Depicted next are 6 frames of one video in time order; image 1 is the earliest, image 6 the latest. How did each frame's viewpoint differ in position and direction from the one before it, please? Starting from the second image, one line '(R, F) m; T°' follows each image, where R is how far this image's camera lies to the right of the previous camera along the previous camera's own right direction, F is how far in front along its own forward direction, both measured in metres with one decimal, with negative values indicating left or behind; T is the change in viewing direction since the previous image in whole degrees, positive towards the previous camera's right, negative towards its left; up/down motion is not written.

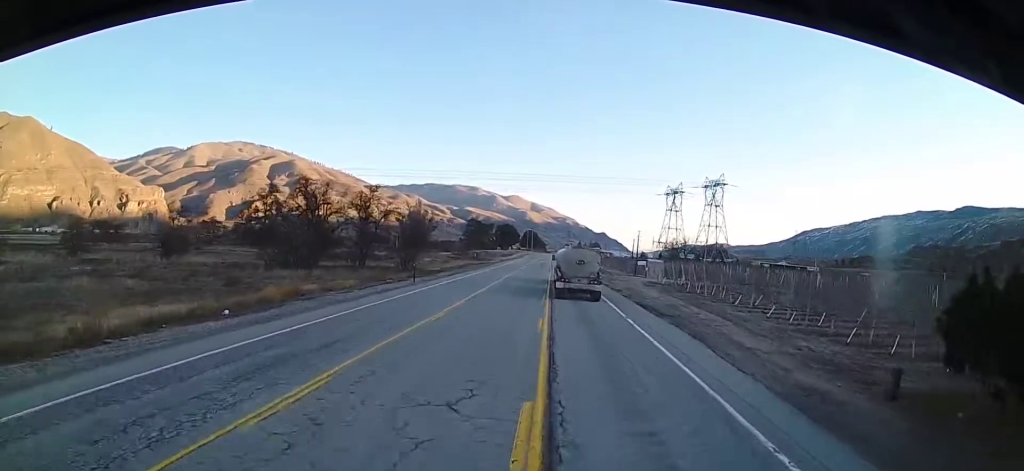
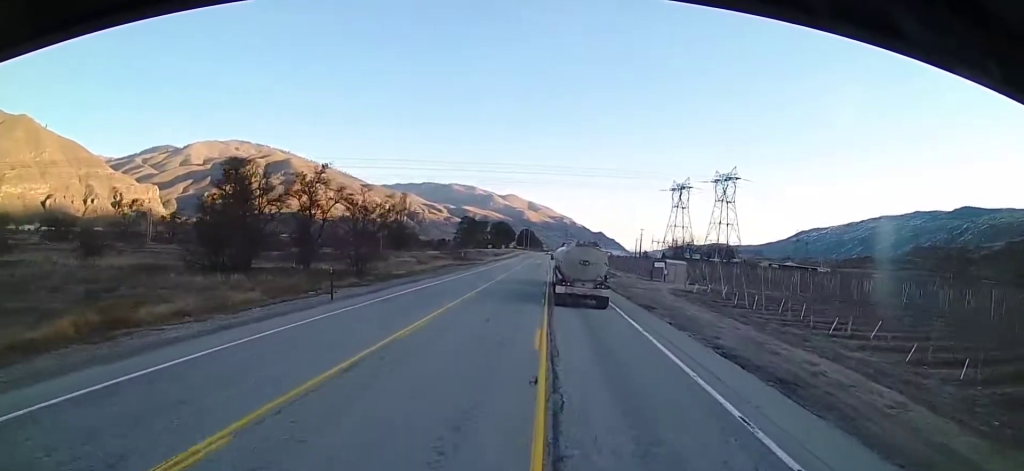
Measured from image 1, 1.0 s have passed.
(+0.2, +17.5) m; 0°
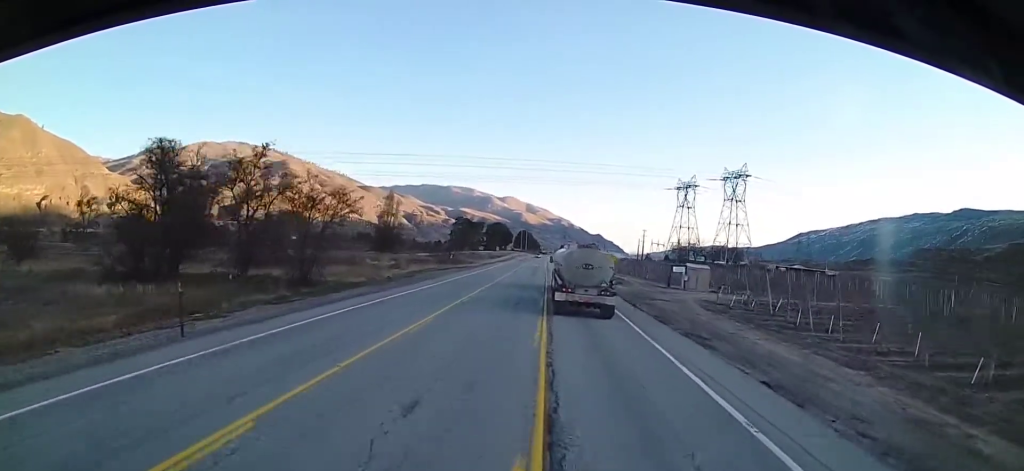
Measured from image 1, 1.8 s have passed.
(0.0, +13.0) m; 0°
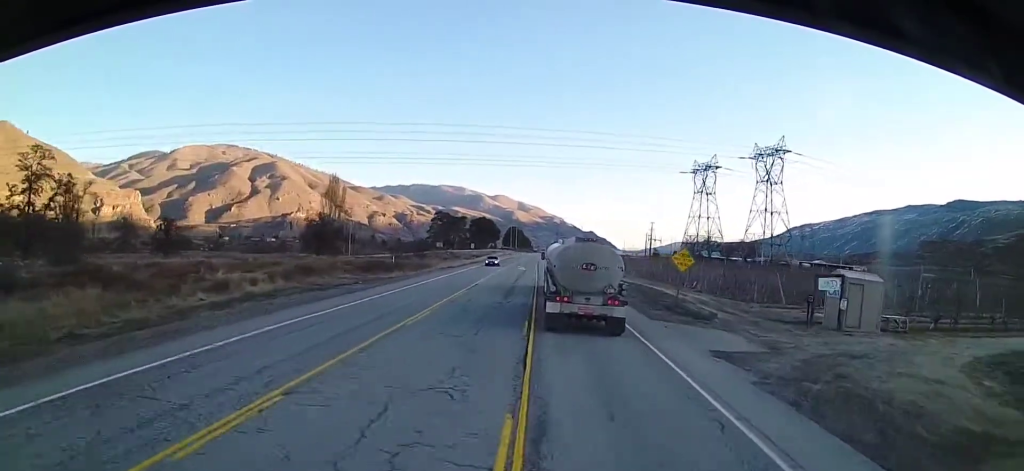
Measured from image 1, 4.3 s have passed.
(+0.3, +39.6) m; +1°
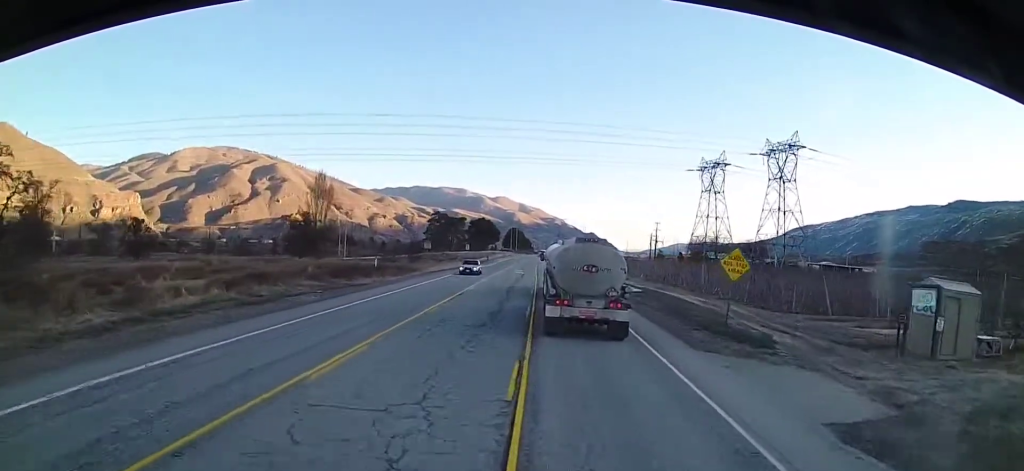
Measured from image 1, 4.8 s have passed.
(-0.2, +8.2) m; 0°
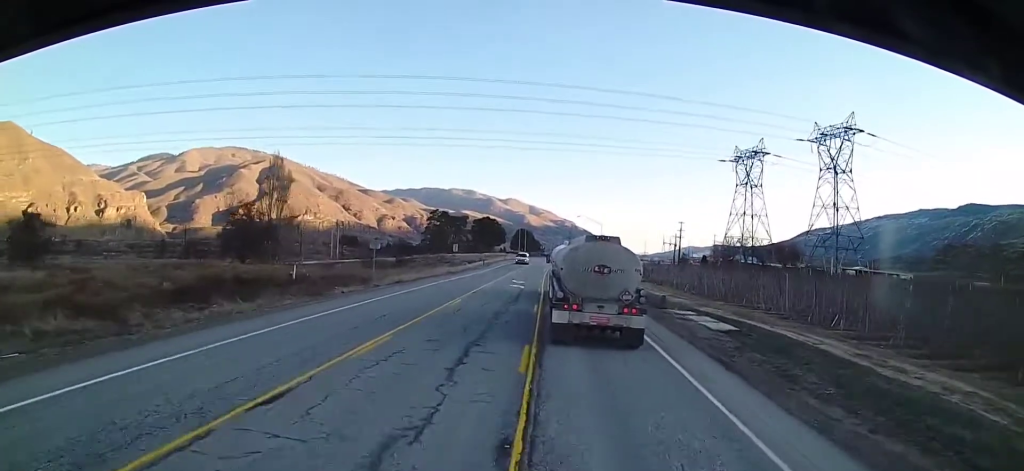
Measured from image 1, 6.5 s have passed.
(-0.2, +23.0) m; -3°
